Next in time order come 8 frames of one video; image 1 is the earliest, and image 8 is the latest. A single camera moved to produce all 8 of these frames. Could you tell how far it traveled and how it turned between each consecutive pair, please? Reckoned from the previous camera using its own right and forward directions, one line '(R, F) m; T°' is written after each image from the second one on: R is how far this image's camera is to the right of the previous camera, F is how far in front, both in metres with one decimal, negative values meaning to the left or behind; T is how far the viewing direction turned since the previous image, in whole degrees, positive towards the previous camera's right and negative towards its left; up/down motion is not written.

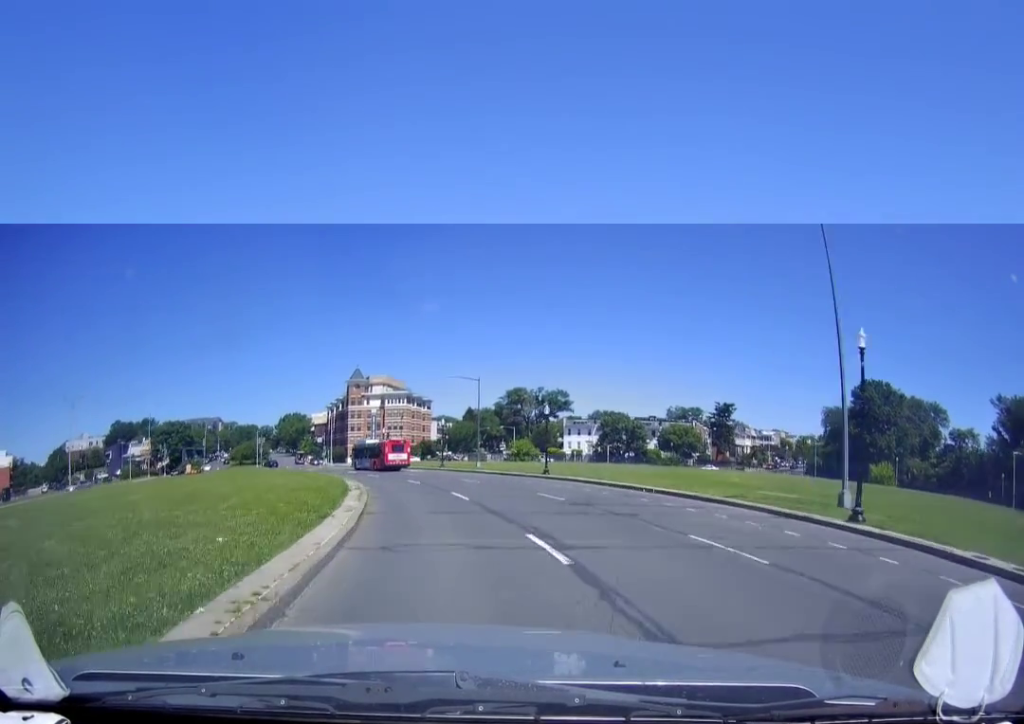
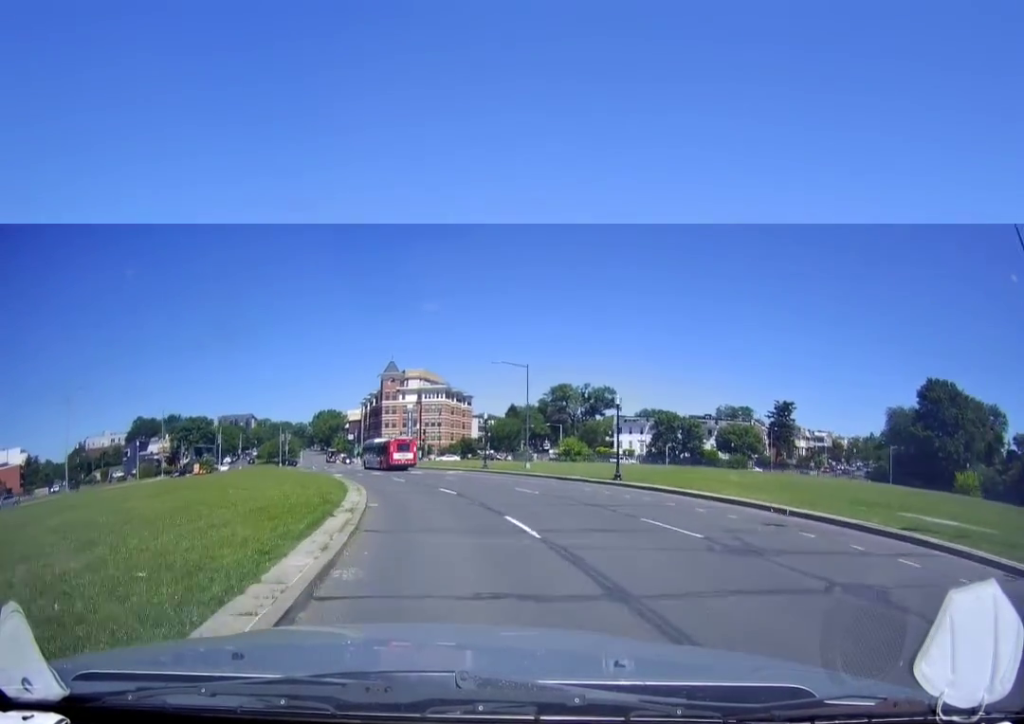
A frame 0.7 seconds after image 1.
(+0.1, +8.7) m; 0°
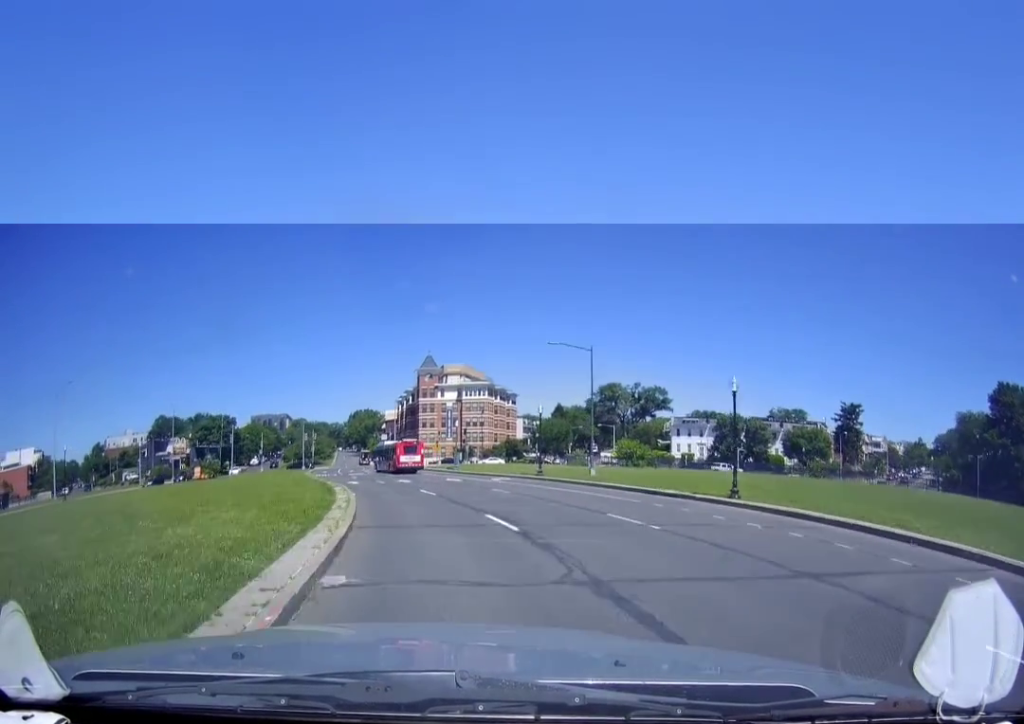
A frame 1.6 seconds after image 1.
(-0.2, +10.2) m; -2°
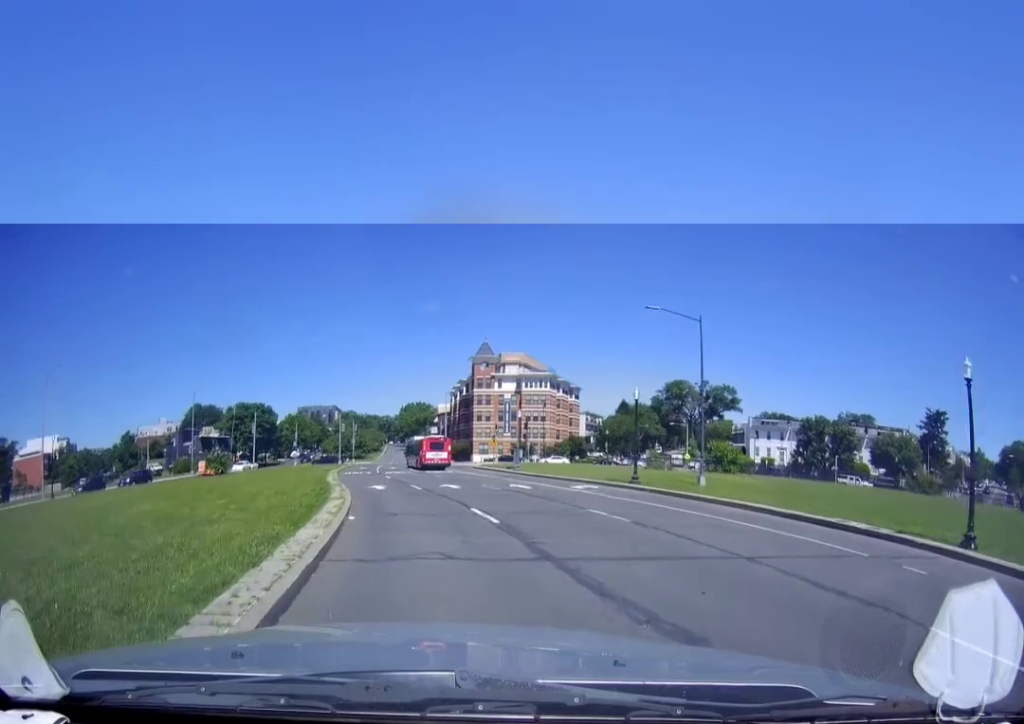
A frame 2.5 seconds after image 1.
(-0.1, +10.7) m; -4°
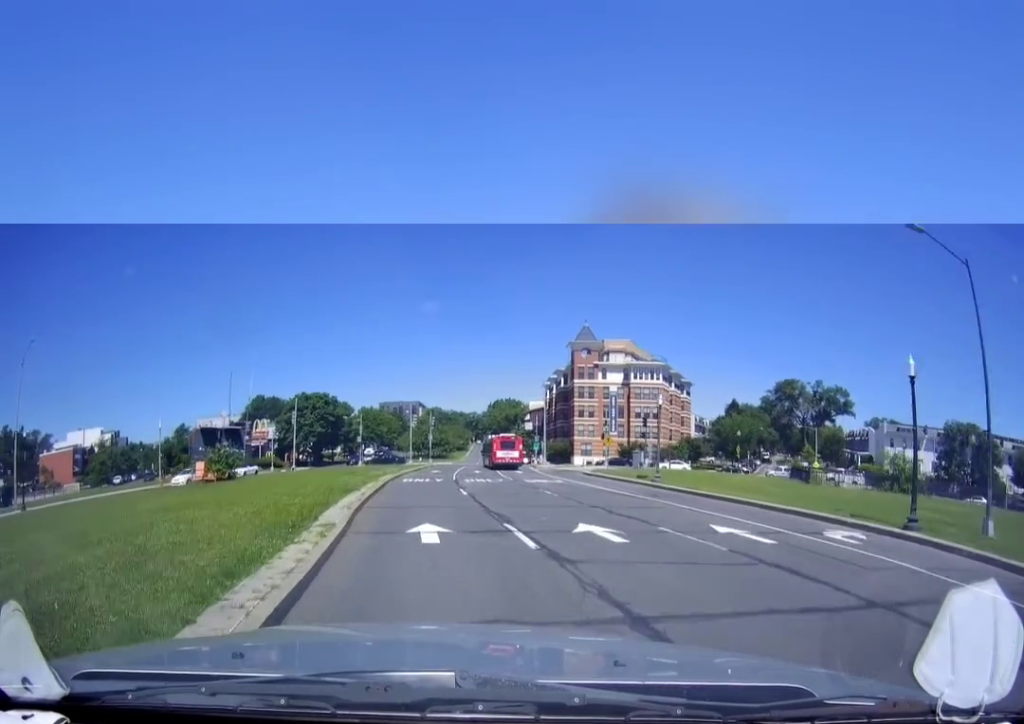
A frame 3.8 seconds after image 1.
(-1.1, +15.8) m; -6°
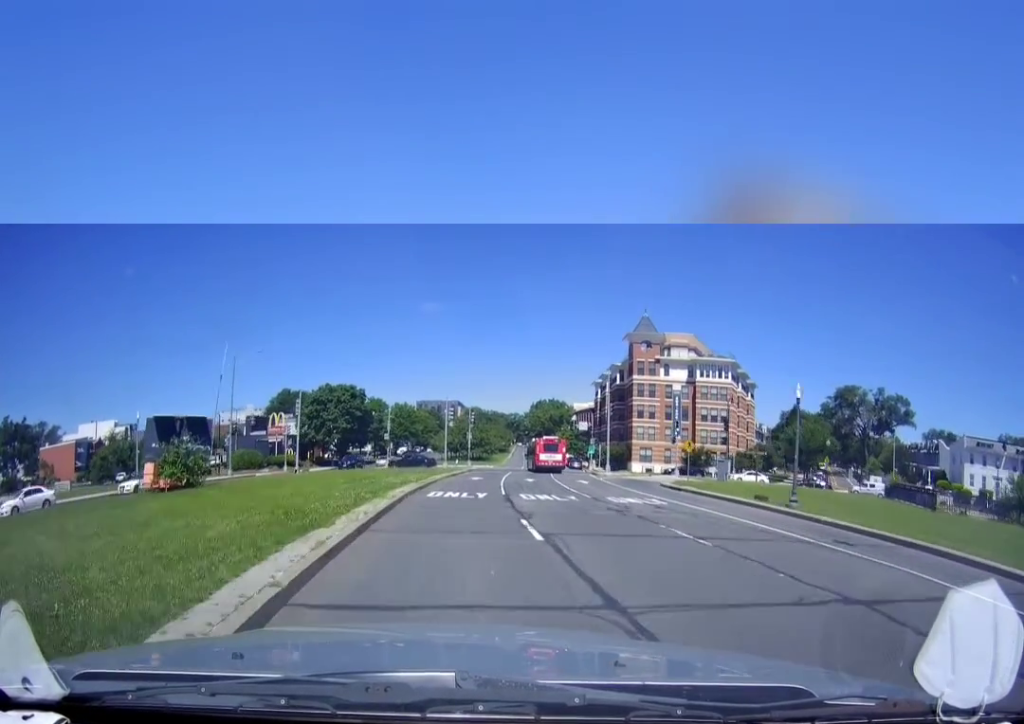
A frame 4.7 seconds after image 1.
(-0.3, +11.1) m; -5°
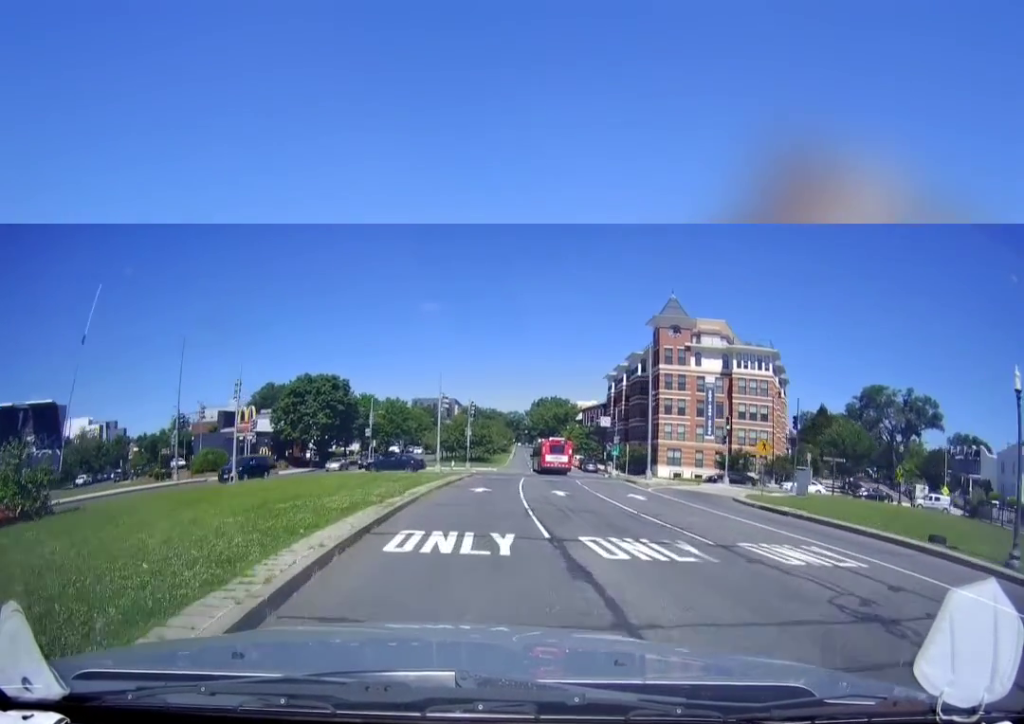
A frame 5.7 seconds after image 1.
(-0.8, +12.0) m; -6°
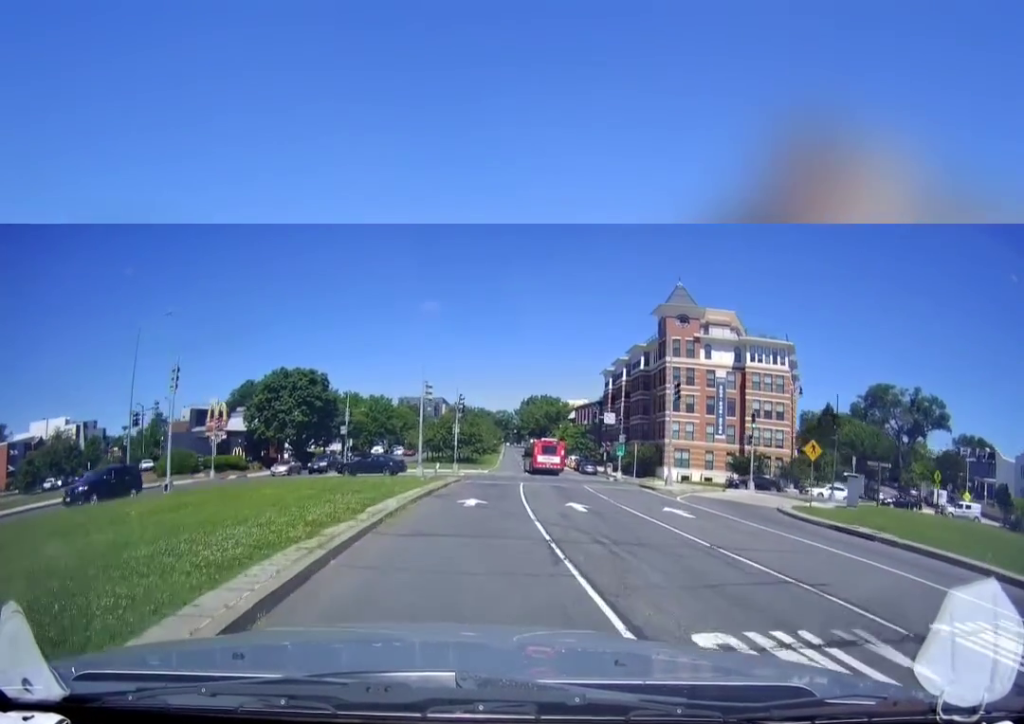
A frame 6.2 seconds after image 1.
(-0.3, +6.6) m; -2°
